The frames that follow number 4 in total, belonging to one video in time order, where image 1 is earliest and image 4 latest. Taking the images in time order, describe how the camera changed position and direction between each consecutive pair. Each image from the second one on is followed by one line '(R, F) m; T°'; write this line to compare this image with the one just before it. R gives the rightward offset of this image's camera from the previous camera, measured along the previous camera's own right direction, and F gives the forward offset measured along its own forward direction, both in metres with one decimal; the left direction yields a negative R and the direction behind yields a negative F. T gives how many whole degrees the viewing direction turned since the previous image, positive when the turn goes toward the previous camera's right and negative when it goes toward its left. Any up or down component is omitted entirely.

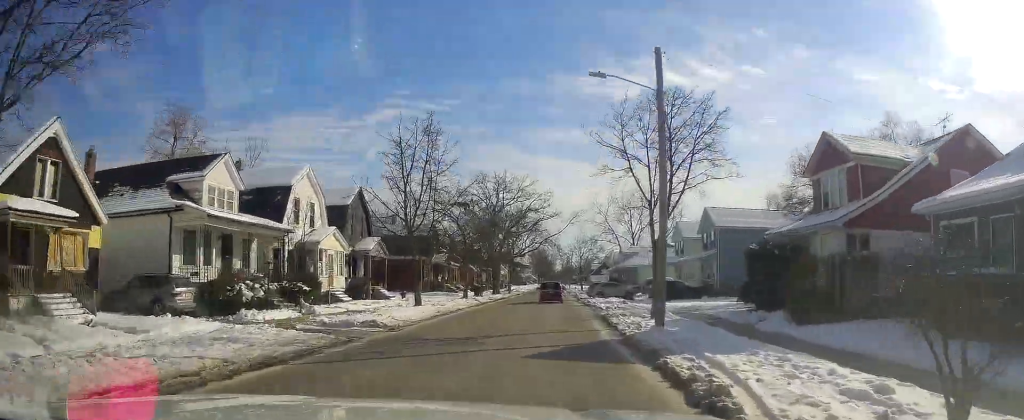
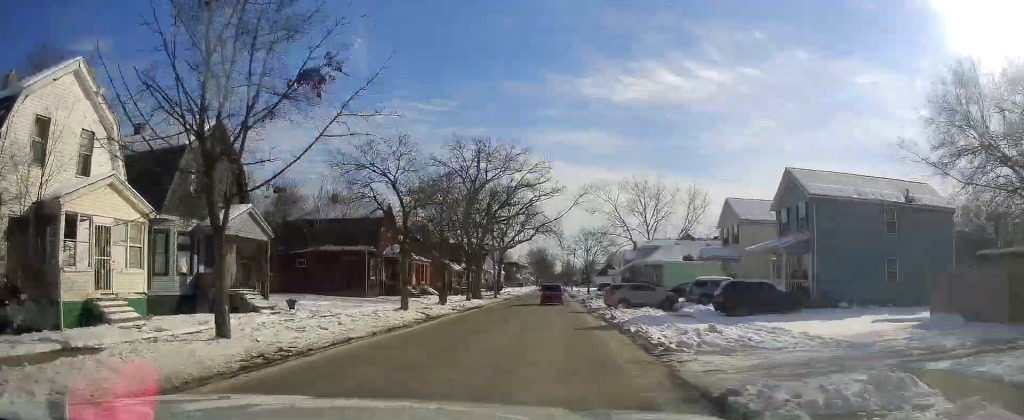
(-0.6, +19.8) m; -1°
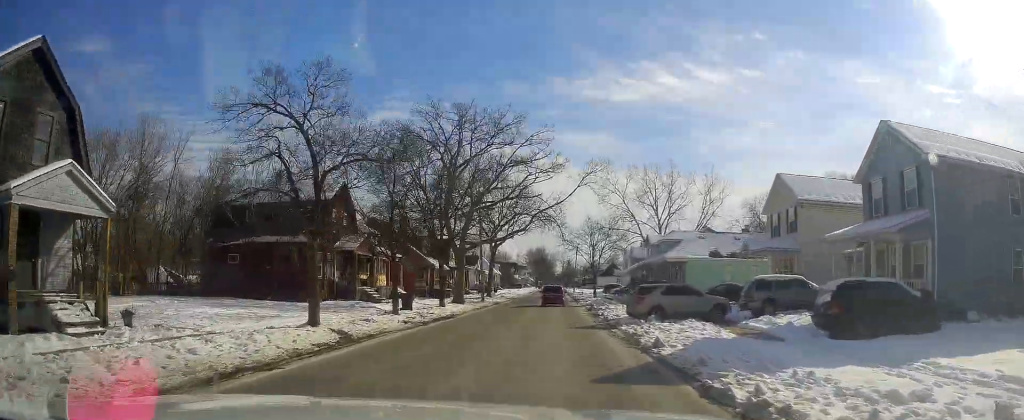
(+0.3, +11.5) m; 0°
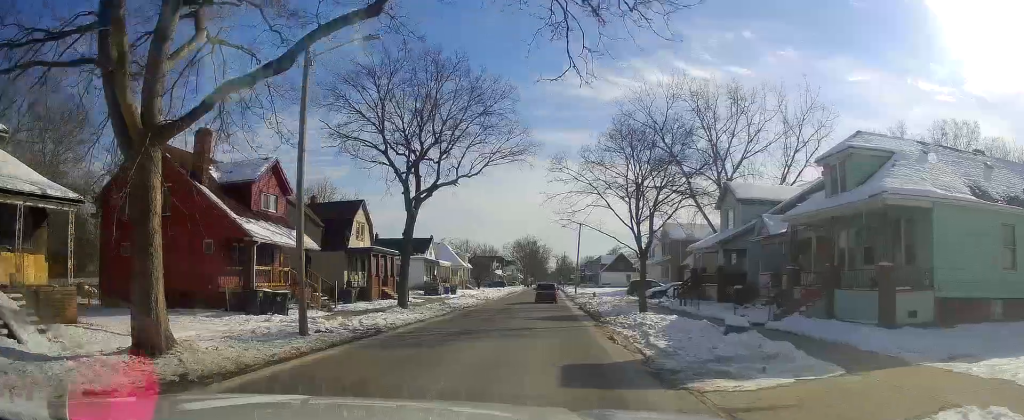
(+1.4, +38.5) m; +2°
